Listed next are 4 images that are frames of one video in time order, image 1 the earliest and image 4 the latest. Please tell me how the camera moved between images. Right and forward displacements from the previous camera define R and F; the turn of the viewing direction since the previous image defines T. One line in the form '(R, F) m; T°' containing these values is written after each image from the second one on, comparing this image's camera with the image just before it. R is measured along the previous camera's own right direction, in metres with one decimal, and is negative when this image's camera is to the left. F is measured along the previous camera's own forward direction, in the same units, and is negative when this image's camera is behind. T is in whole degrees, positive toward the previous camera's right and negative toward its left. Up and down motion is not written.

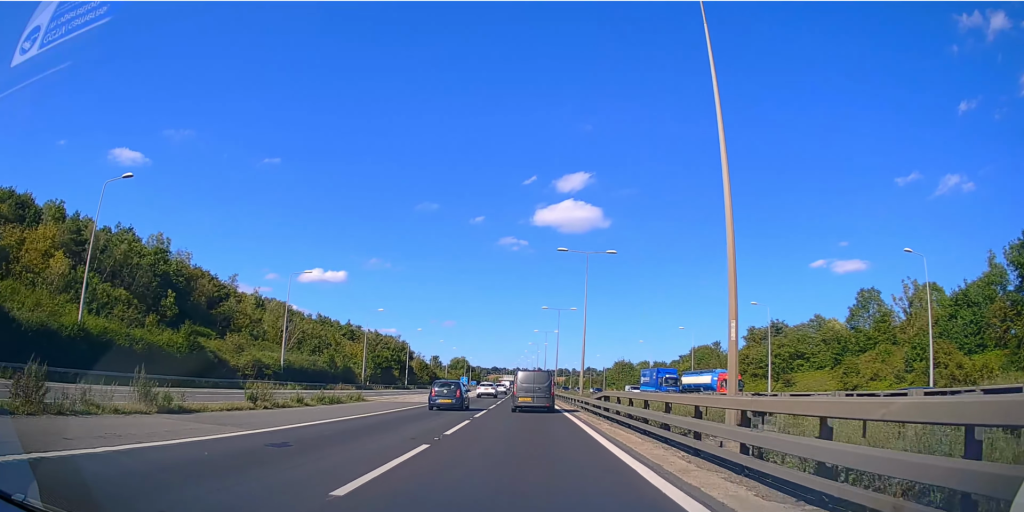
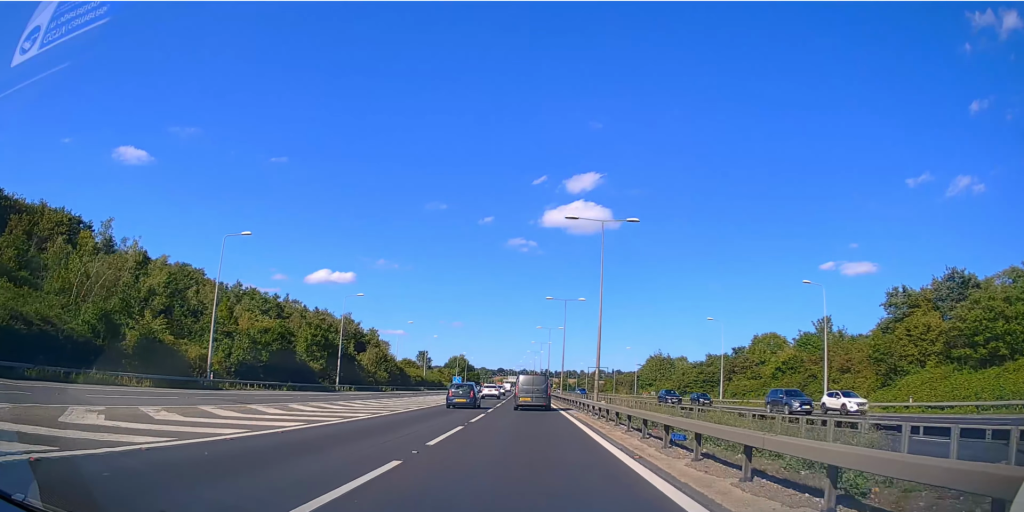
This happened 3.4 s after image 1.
(-0.8, +45.4) m; -2°
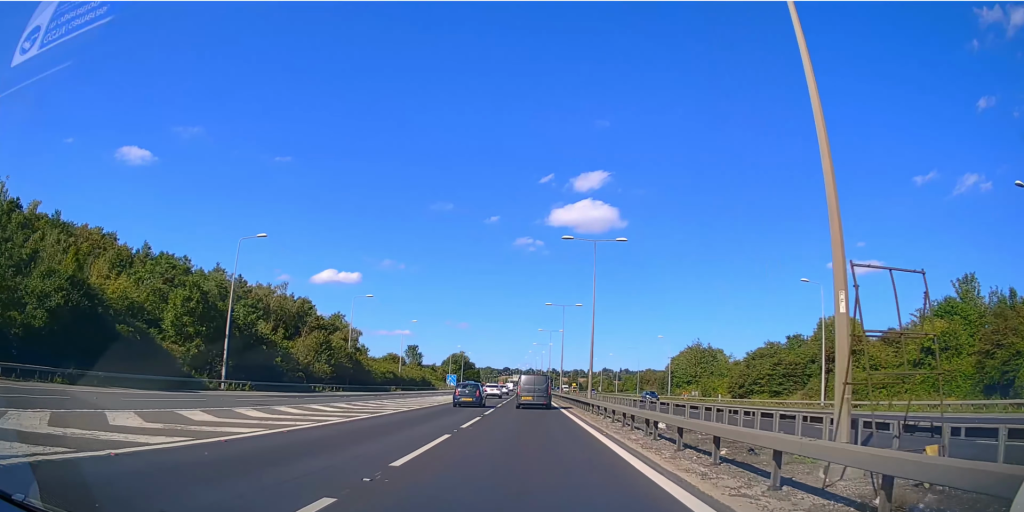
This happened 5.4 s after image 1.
(+0.3, +29.5) m; 0°
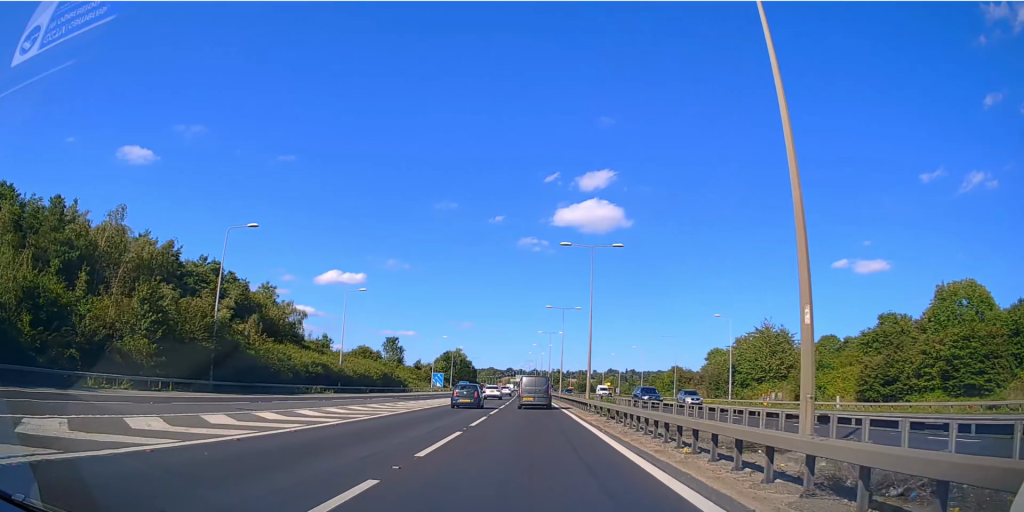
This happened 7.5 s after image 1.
(-0.2, +32.9) m; 0°
